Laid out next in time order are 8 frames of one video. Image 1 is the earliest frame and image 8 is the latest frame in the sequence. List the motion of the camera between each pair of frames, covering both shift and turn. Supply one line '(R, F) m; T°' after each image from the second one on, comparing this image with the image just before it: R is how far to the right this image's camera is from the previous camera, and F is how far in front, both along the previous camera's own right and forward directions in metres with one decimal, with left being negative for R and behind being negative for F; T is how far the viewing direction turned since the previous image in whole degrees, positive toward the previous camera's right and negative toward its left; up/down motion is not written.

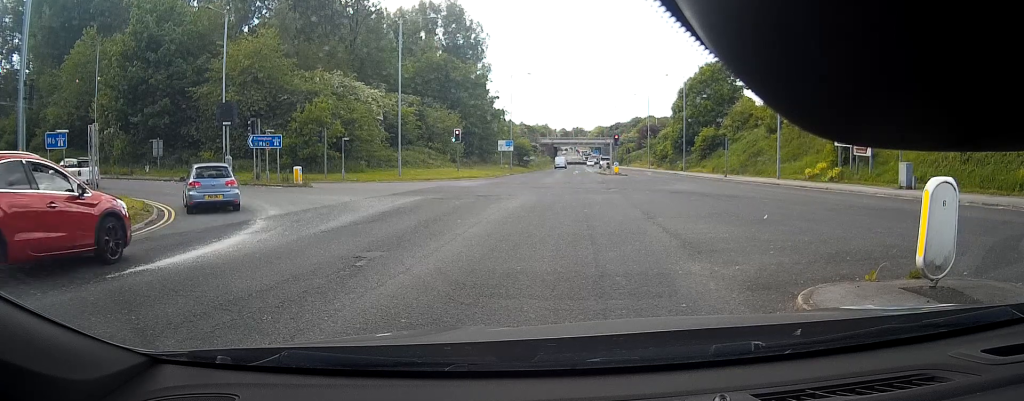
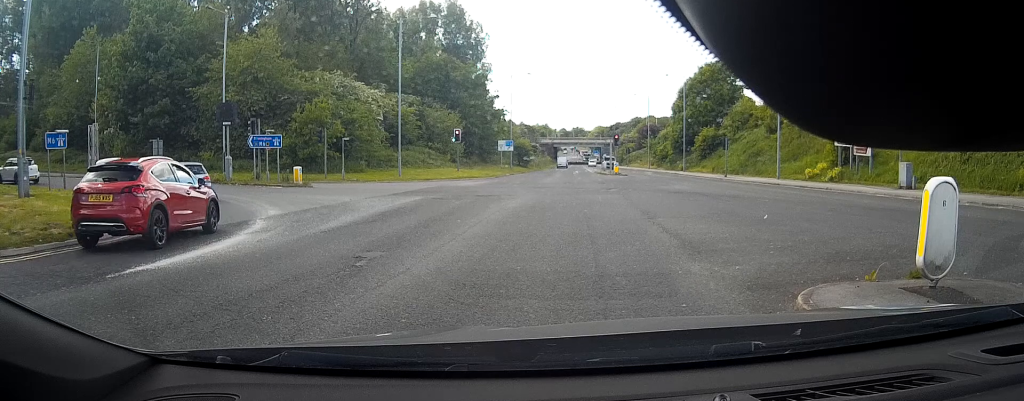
(0.0, 0.0) m; 0°
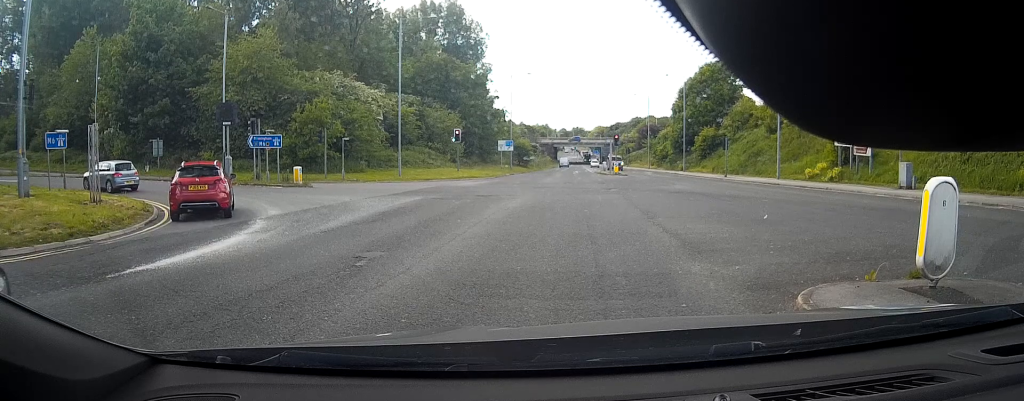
(0.0, 0.0) m; 0°
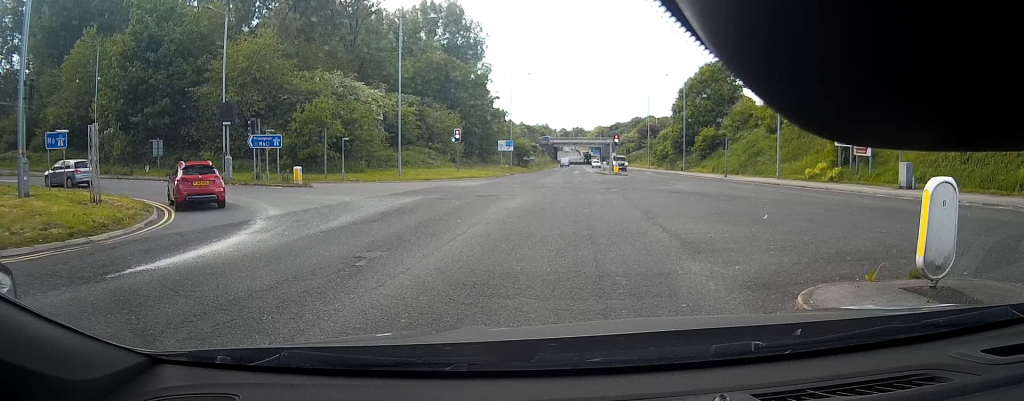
(0.0, 0.0) m; 0°
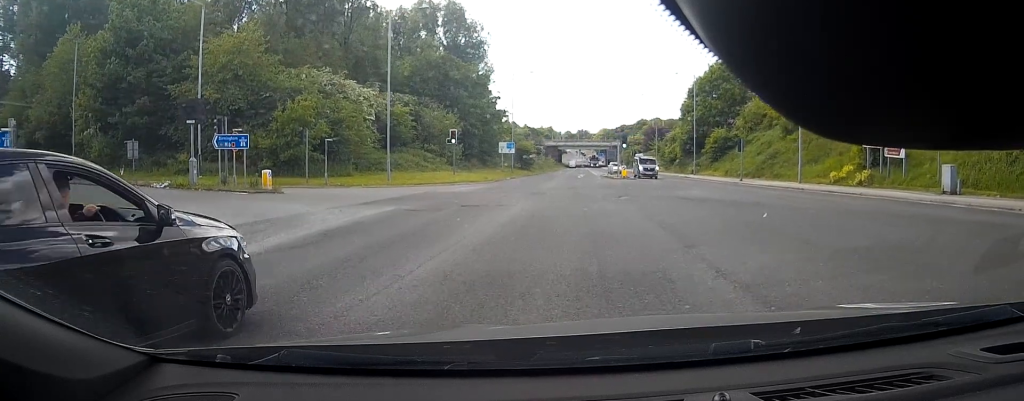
(-0.4, +2.6) m; -3°
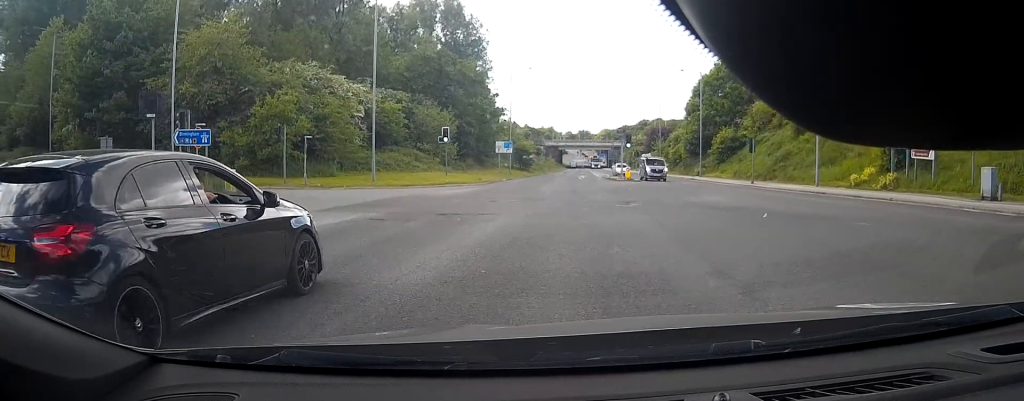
(+0.2, +3.2) m; 0°
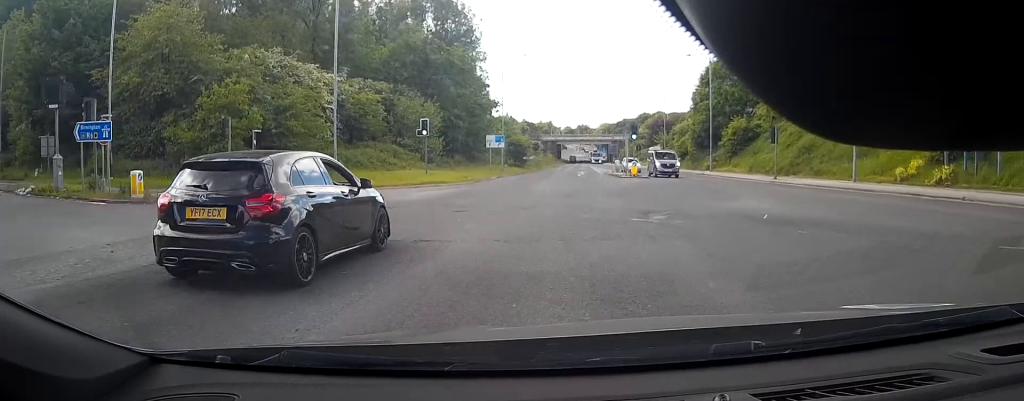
(-0.2, +5.8) m; -4°
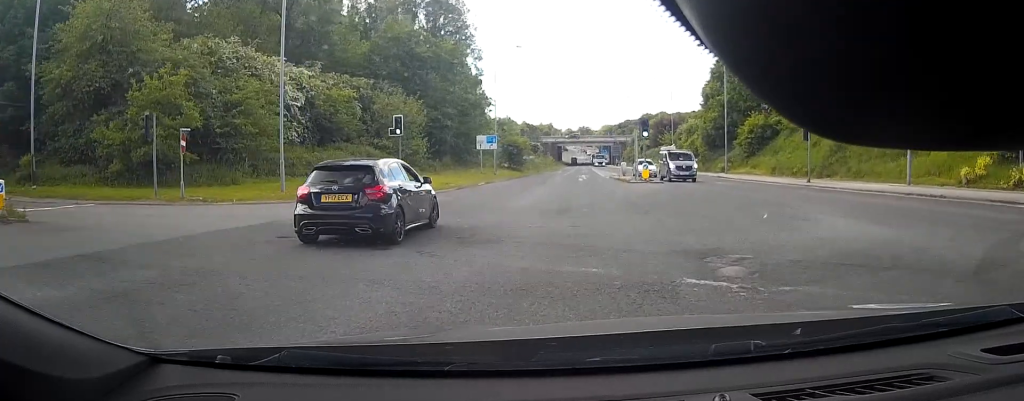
(-0.3, +6.6) m; -1°
